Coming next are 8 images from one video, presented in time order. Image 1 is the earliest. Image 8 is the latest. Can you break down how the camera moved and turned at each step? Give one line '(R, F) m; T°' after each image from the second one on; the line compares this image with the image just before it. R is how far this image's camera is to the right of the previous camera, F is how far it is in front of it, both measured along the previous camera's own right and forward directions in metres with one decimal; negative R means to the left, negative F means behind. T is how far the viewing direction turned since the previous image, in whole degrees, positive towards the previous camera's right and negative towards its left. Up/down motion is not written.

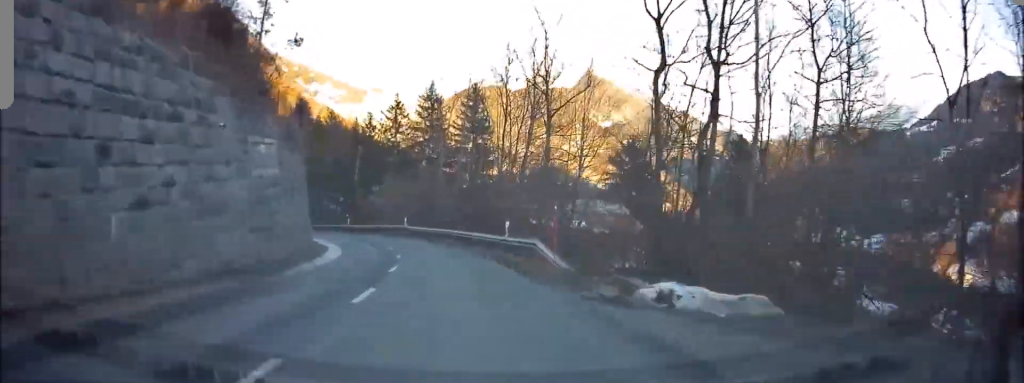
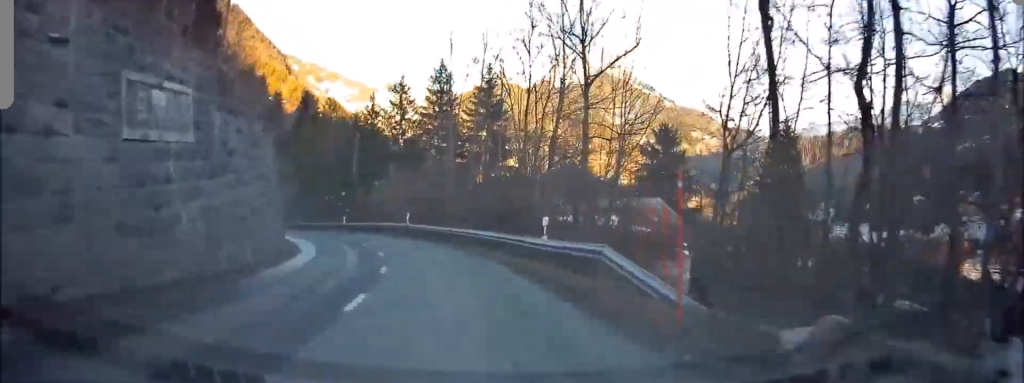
(0.0, +7.5) m; -2°
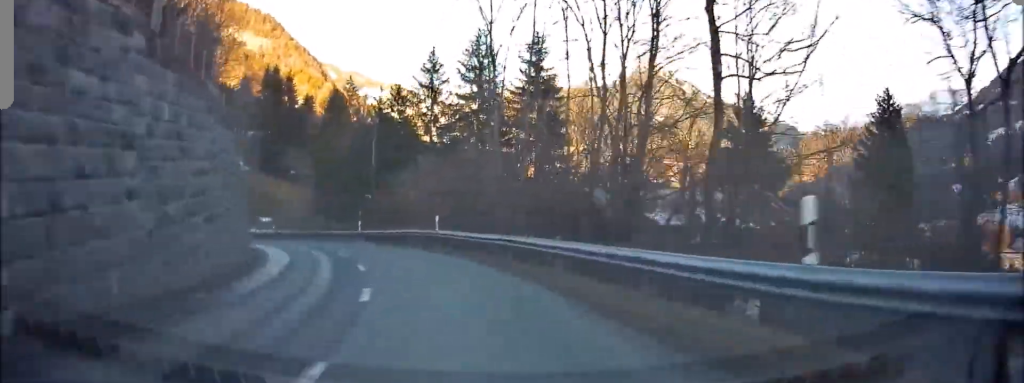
(0.0, +10.1) m; -4°
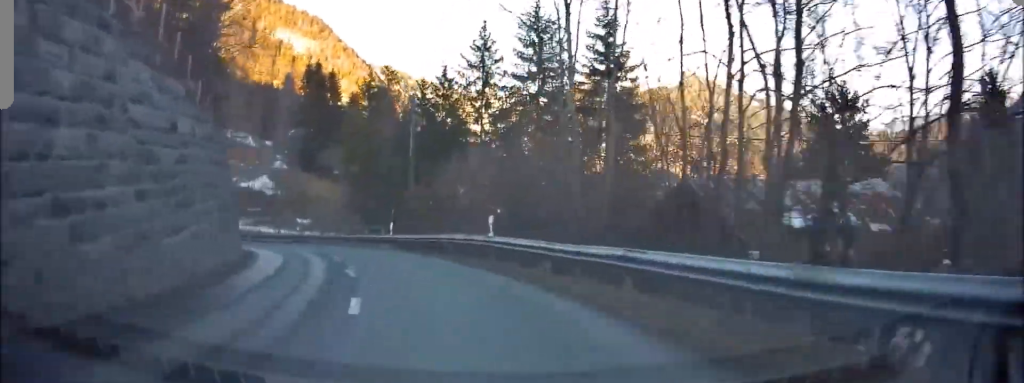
(-0.3, +7.6) m; -4°
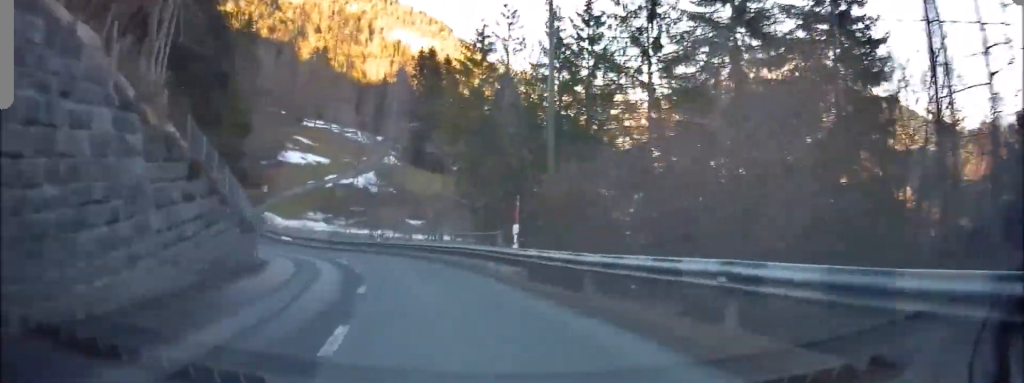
(-1.1, +14.2) m; -9°
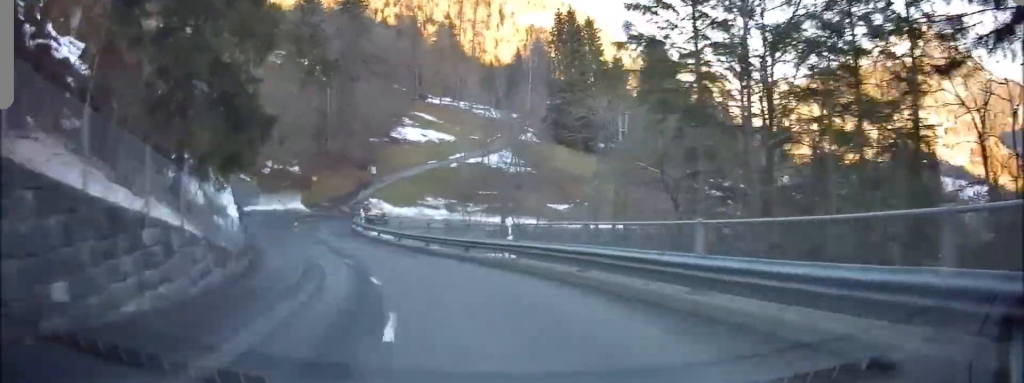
(-1.9, +15.9) m; -16°
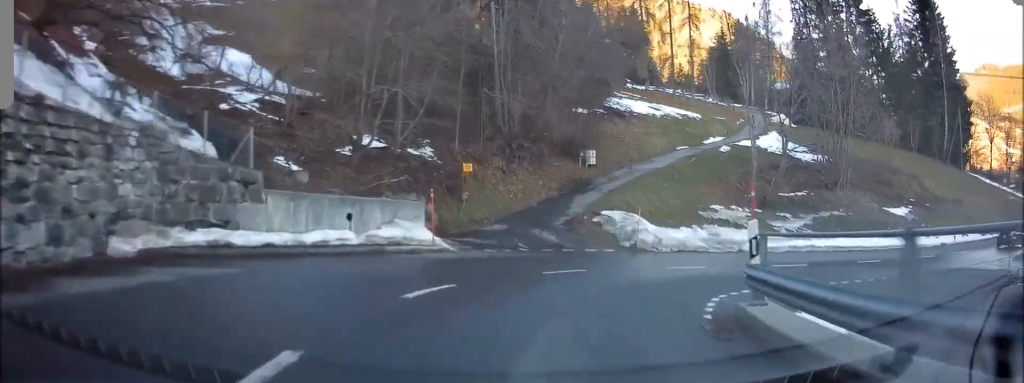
(-8.1, +36.9) m; -9°
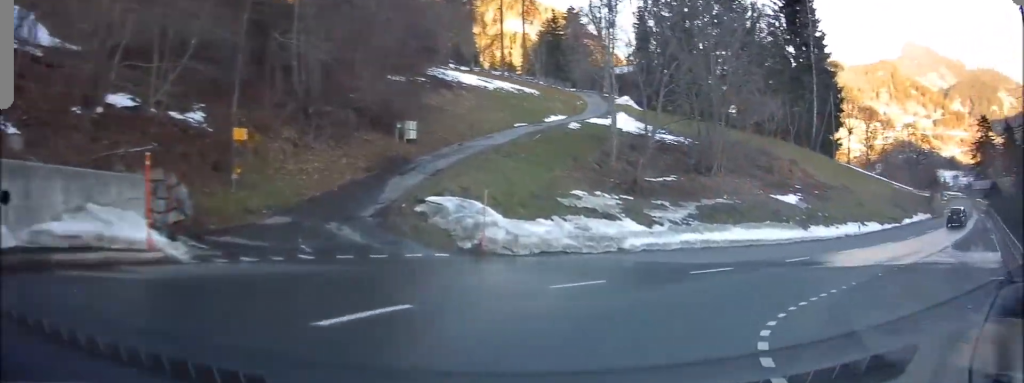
(+0.4, +8.9) m; +12°
